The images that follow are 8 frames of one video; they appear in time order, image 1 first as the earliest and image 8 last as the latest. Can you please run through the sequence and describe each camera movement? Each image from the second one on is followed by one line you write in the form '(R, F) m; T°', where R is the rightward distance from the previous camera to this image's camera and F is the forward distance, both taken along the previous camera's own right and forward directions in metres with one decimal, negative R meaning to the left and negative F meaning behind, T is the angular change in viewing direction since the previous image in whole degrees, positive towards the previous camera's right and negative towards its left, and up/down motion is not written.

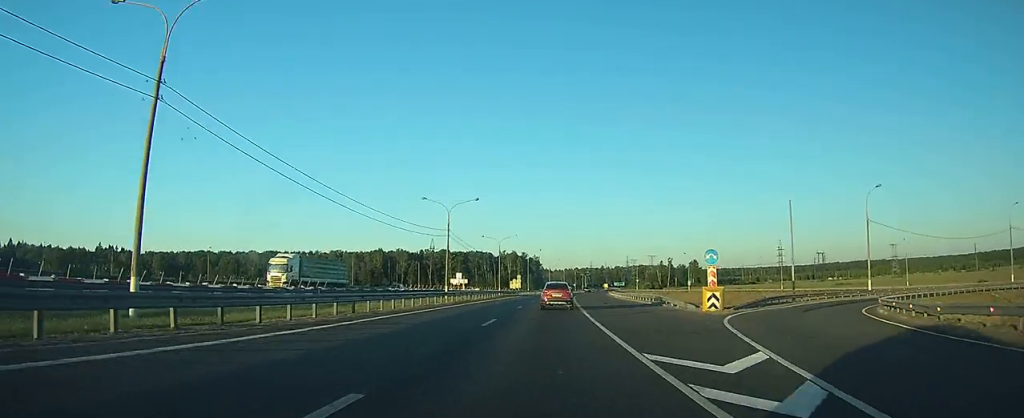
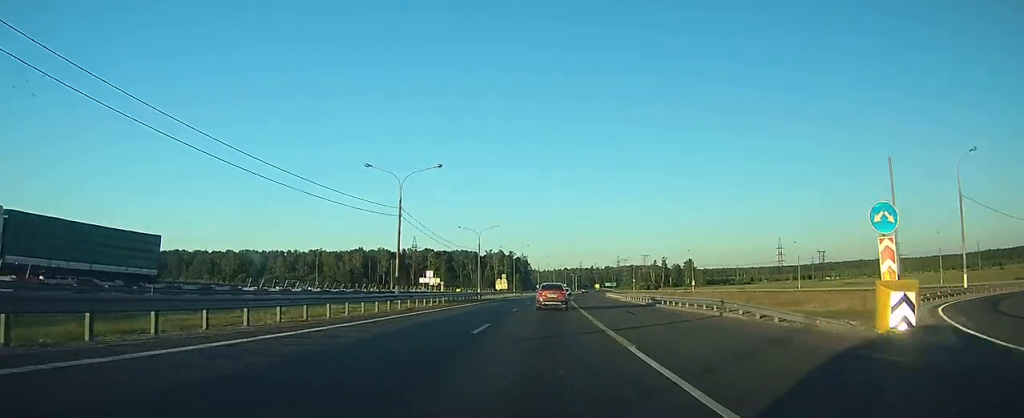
(+0.1, +18.1) m; +1°
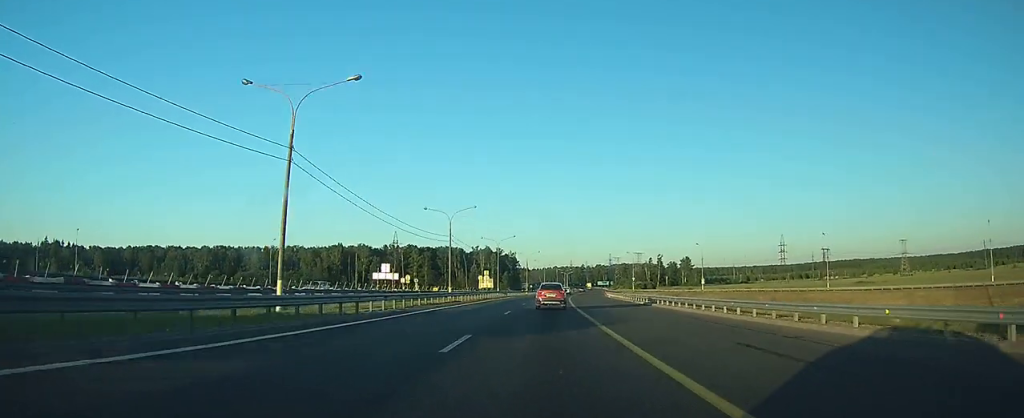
(+0.2, +19.9) m; +2°
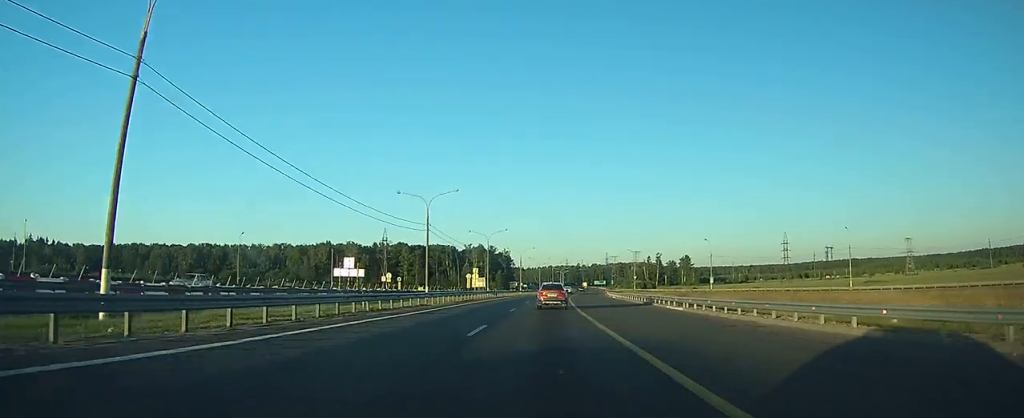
(+0.2, +11.7) m; +1°
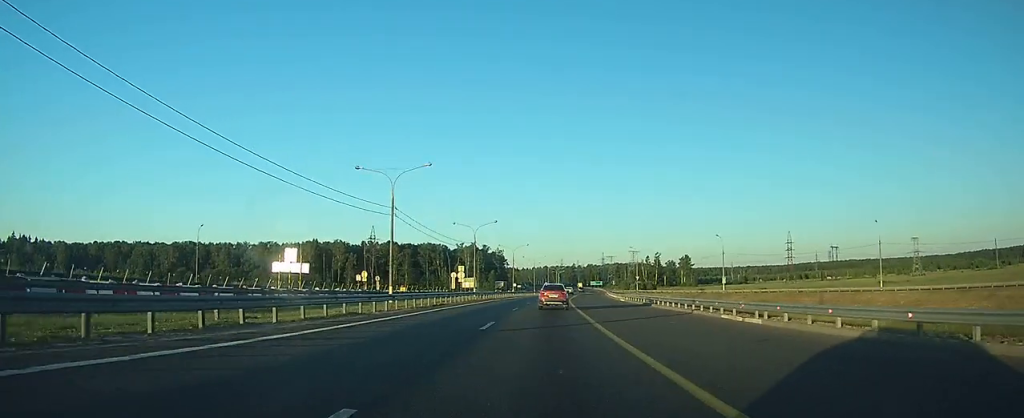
(+0.1, +12.5) m; +1°
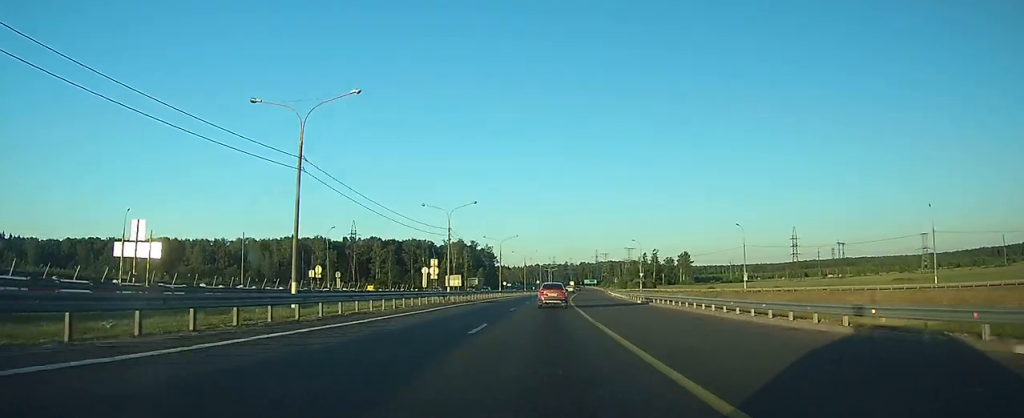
(+0.1, +17.6) m; +1°
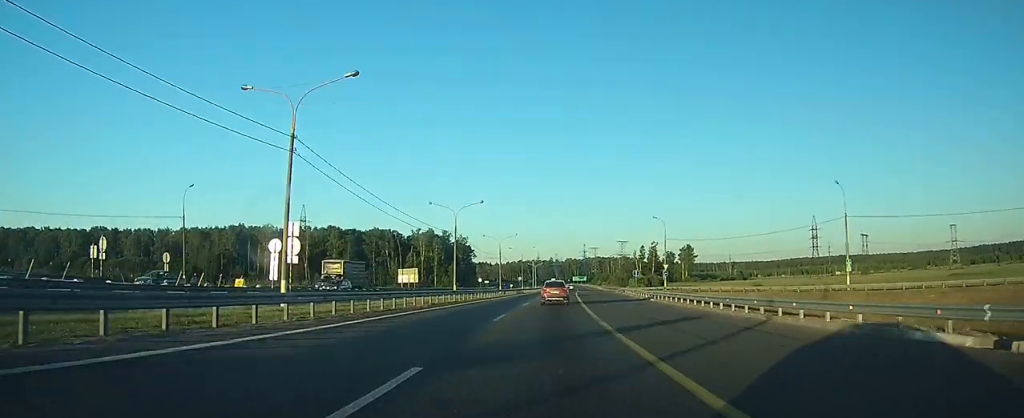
(+0.5, +41.1) m; +1°
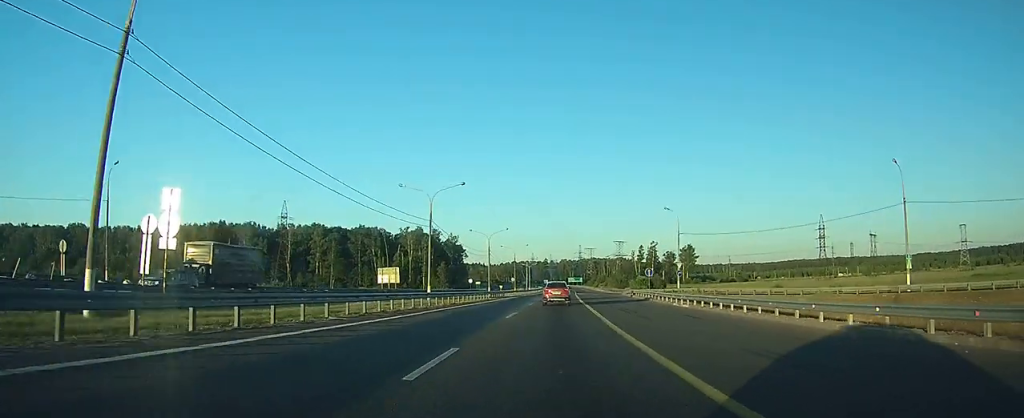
(0.0, +12.7) m; 0°
